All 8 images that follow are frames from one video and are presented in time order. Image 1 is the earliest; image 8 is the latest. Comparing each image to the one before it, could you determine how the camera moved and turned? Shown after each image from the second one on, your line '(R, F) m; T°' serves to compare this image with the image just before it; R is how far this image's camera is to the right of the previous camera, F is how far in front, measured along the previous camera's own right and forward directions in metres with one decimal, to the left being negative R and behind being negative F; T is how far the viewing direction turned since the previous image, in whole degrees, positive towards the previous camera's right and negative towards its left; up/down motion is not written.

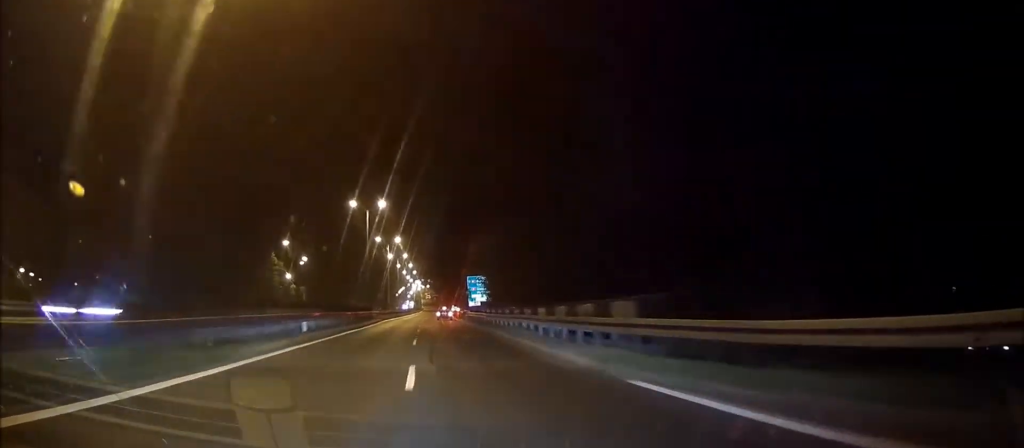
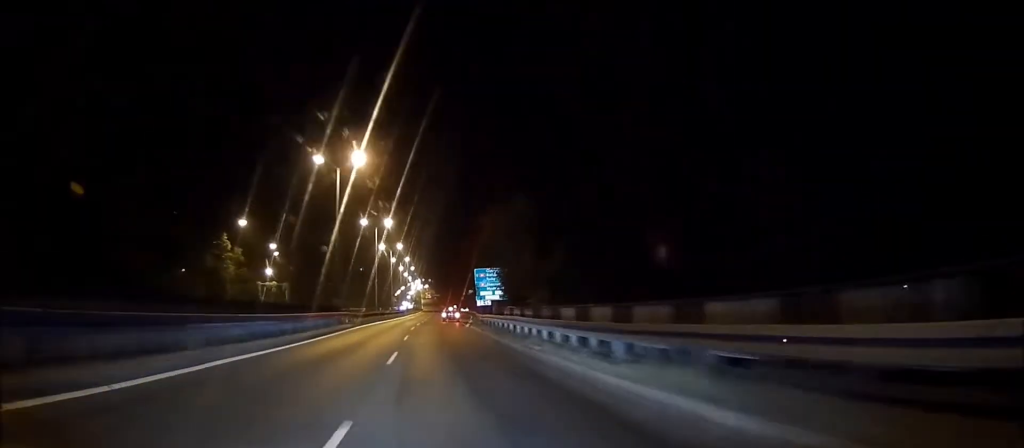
(-0.1, +19.1) m; 0°
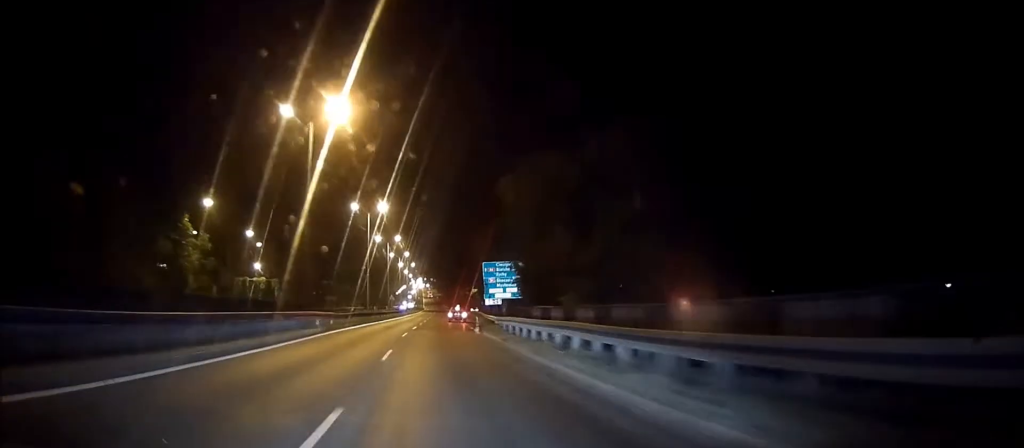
(-0.1, +10.9) m; 0°
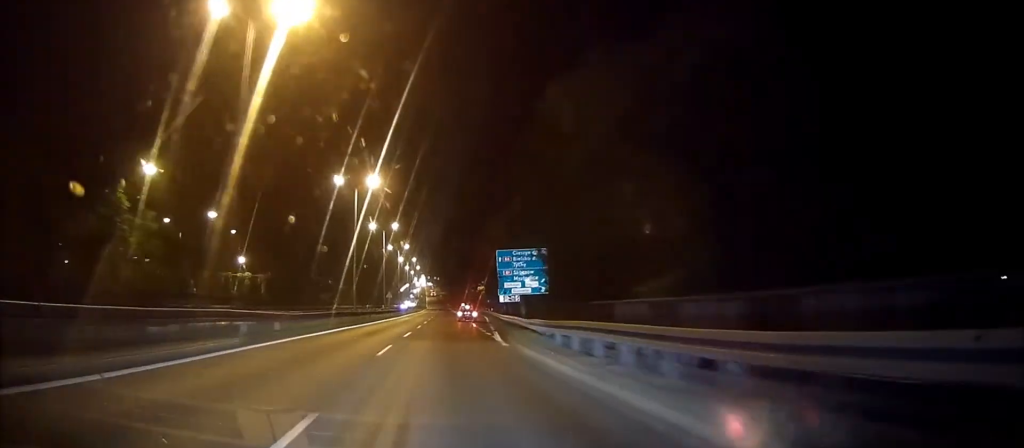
(+0.1, +12.7) m; 0°
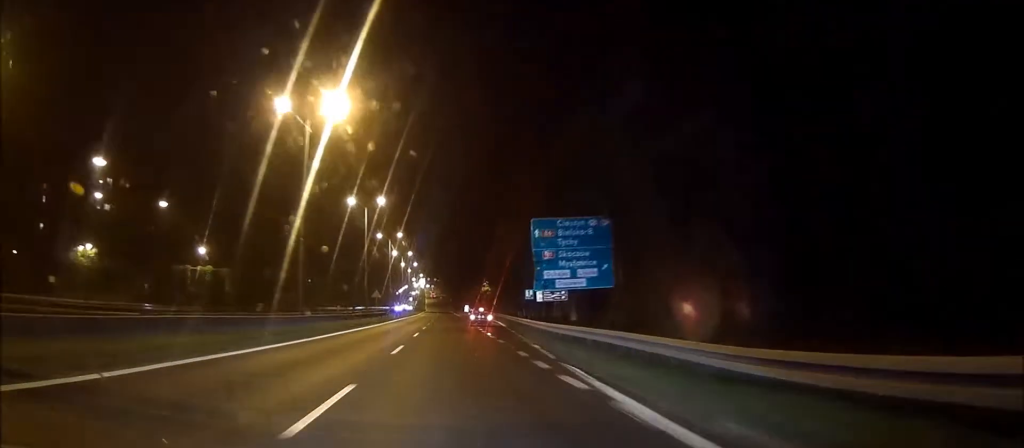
(+0.1, +20.7) m; 0°
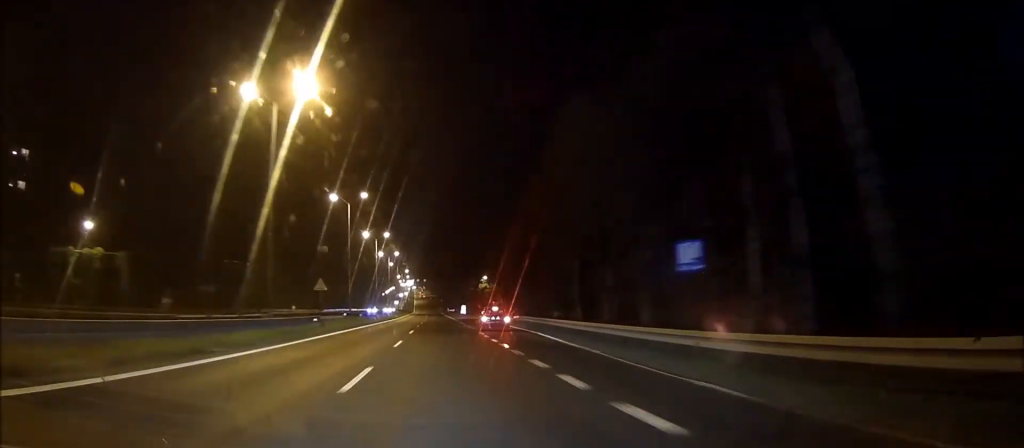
(0.0, +32.3) m; 0°
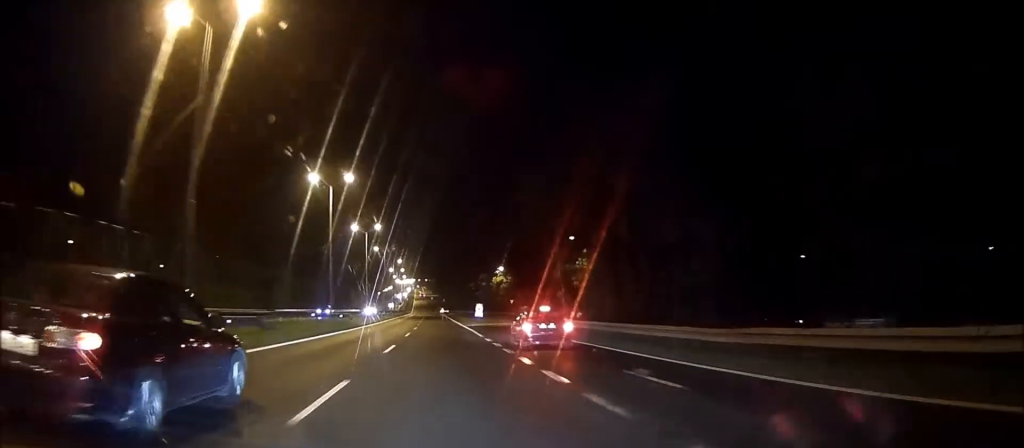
(-0.1, +37.2) m; 0°
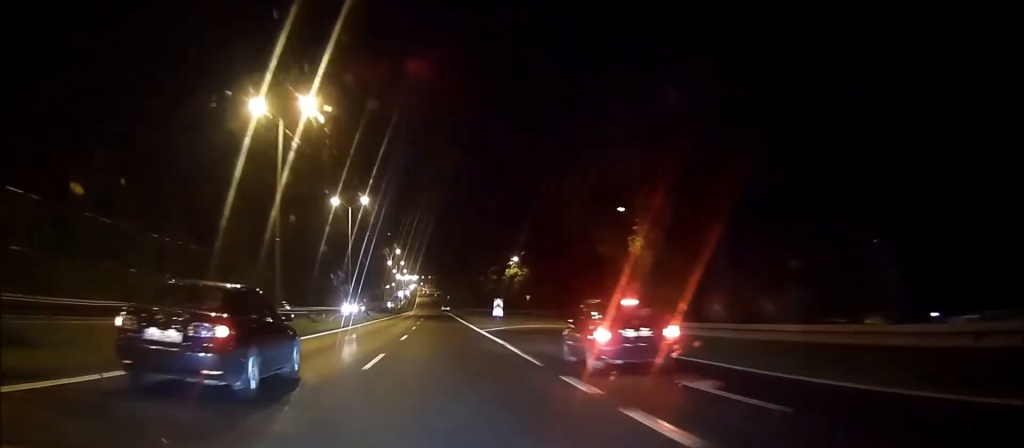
(0.0, +17.4) m; 0°
